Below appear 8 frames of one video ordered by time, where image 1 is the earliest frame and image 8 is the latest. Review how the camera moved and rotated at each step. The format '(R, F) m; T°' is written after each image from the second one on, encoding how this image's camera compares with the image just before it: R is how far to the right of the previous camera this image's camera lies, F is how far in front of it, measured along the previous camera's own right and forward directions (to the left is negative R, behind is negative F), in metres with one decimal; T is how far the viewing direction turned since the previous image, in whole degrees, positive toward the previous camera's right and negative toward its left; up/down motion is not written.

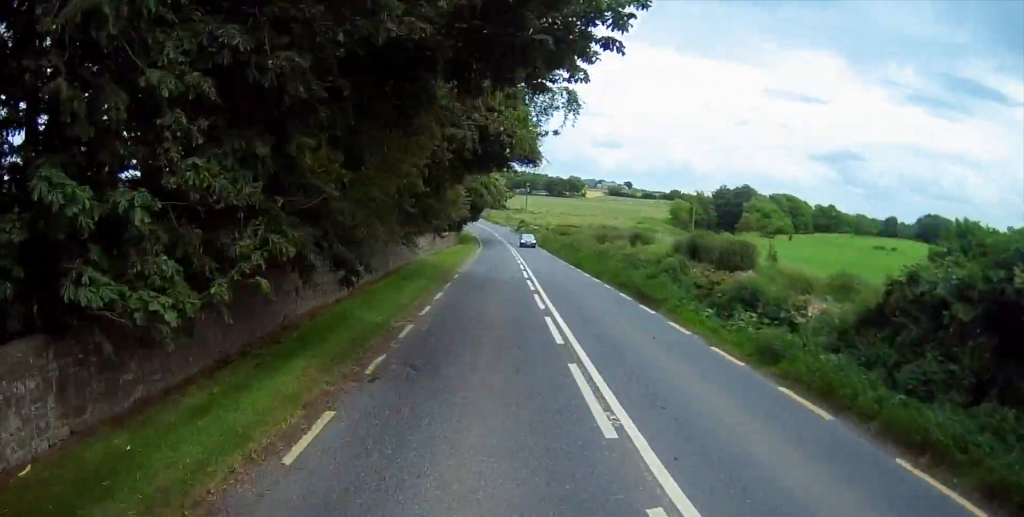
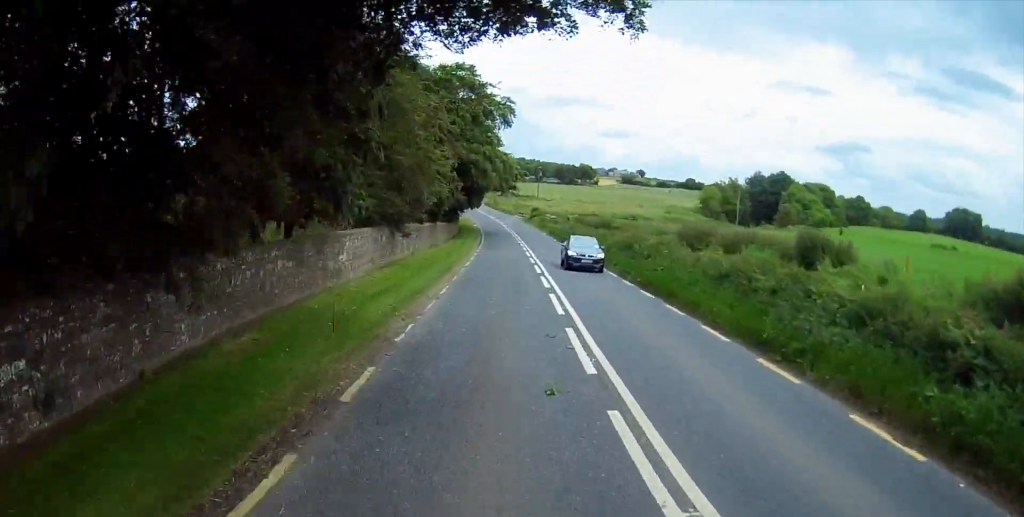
(0.0, +21.6) m; 0°
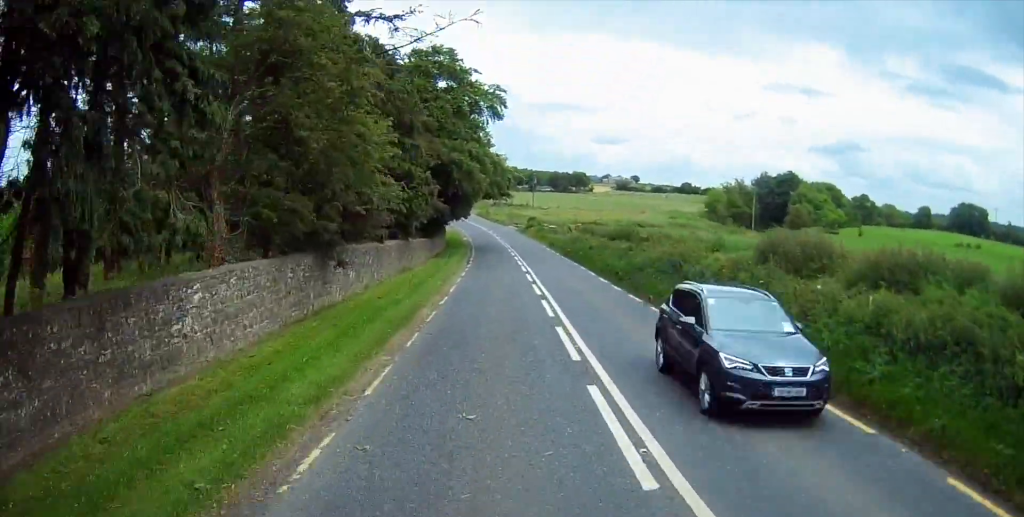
(0.0, +10.2) m; 0°
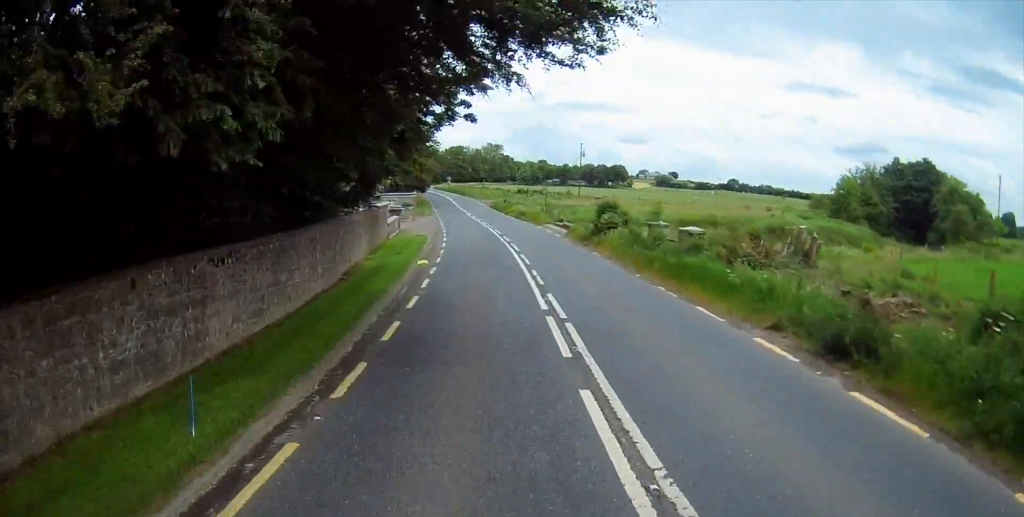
(0.0, +55.1) m; -2°
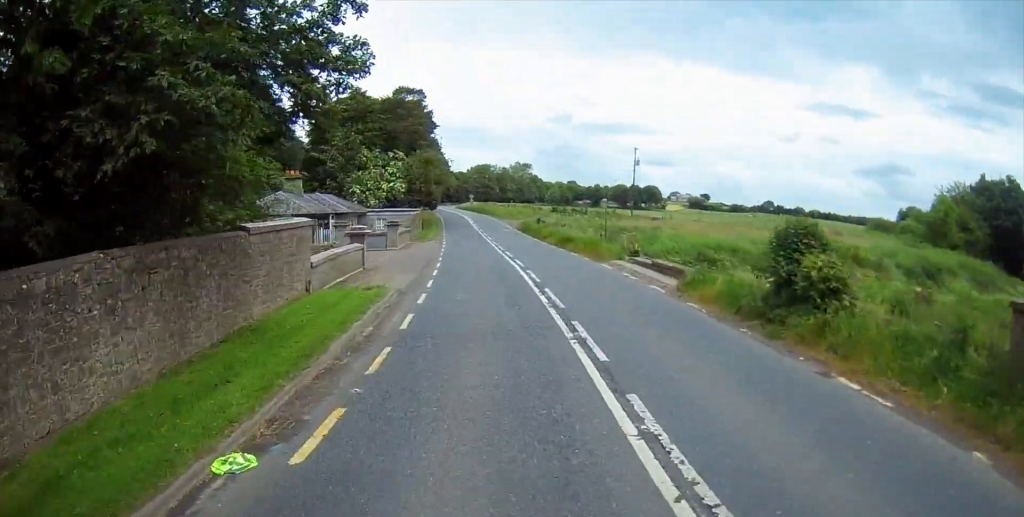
(-0.6, +21.7) m; -3°
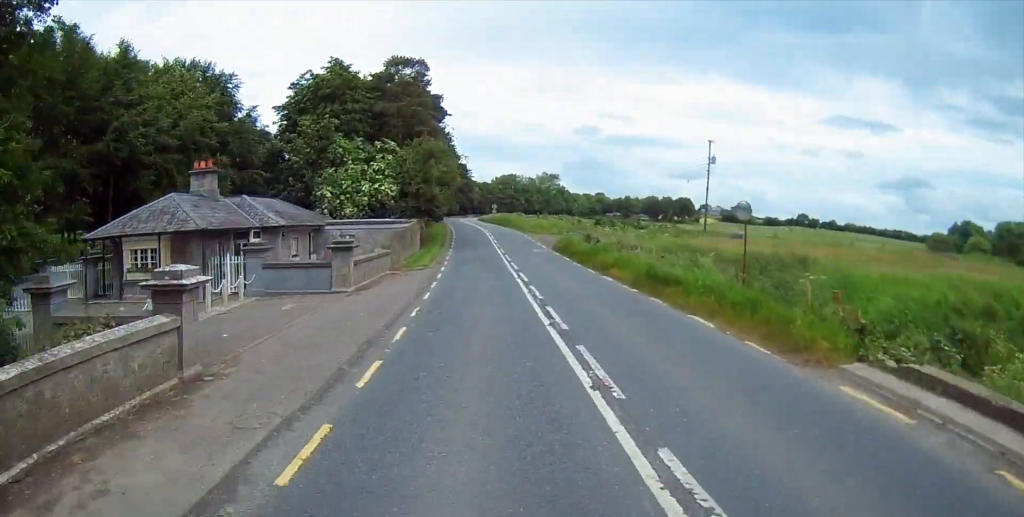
(-0.6, +19.7) m; -1°
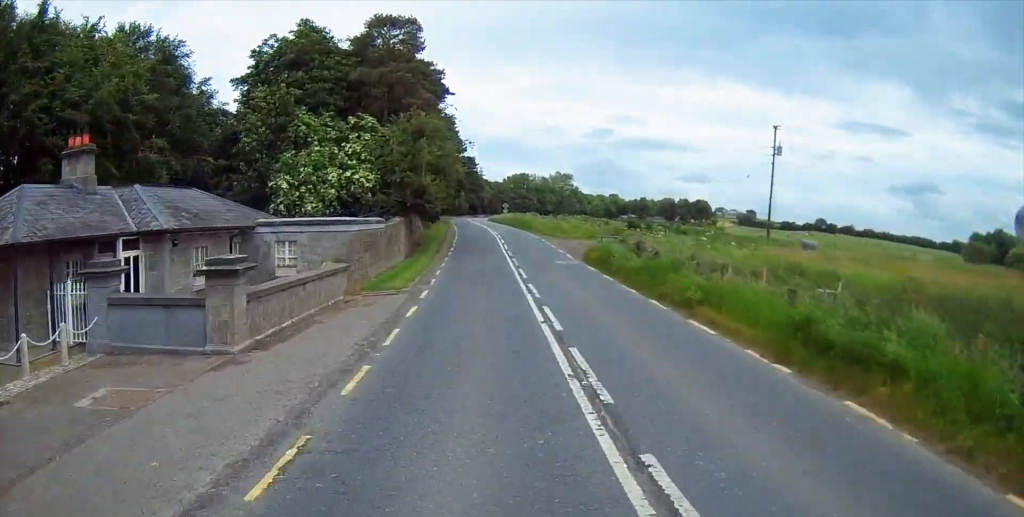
(0.0, +12.0) m; -1°
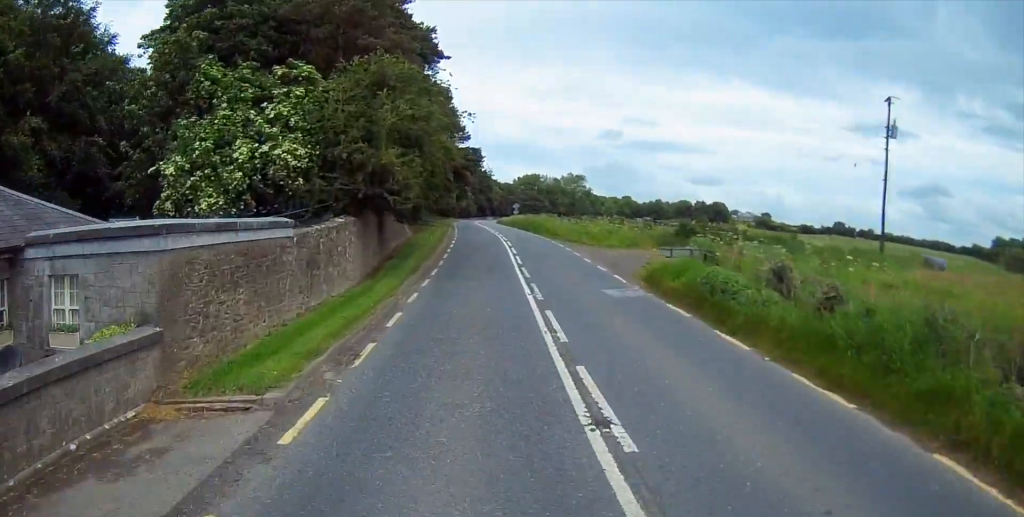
(+0.3, +14.1) m; -1°
